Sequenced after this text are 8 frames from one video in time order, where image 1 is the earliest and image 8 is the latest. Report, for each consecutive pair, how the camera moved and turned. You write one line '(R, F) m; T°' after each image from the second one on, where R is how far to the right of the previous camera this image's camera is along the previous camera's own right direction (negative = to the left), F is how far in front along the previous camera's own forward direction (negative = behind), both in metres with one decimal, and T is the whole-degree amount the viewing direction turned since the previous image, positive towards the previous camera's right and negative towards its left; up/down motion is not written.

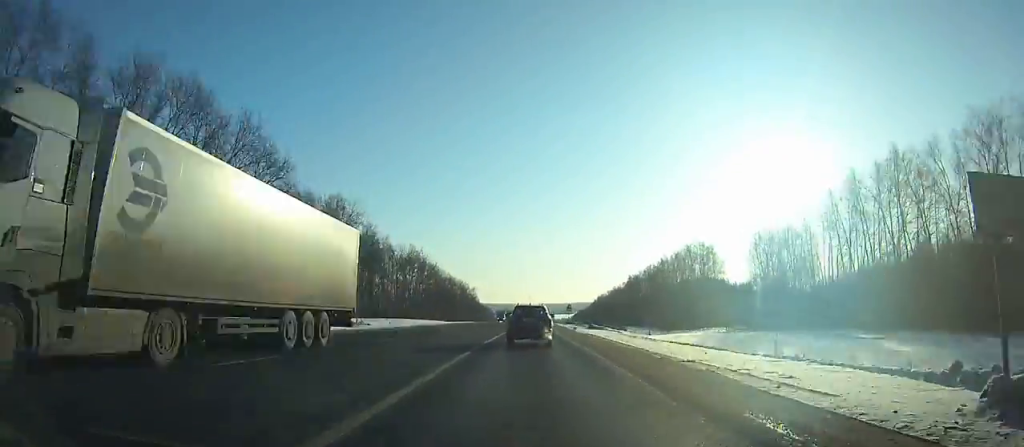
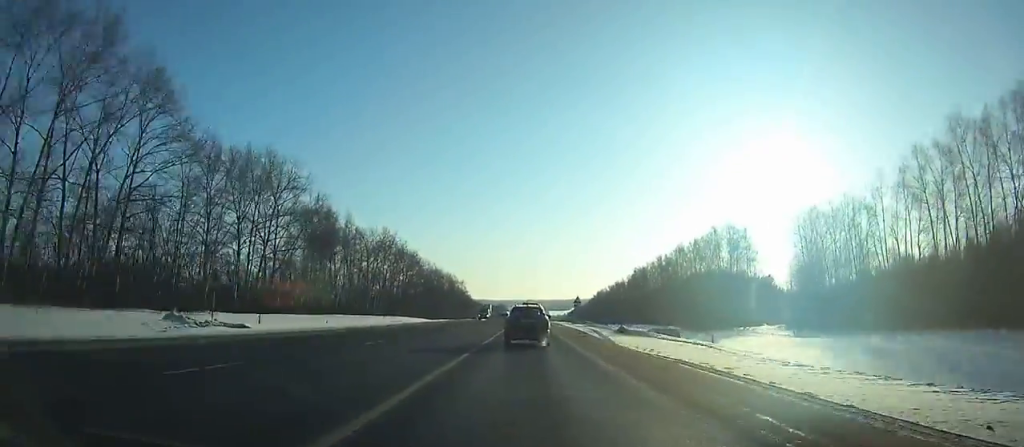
(+0.1, +25.5) m; 0°
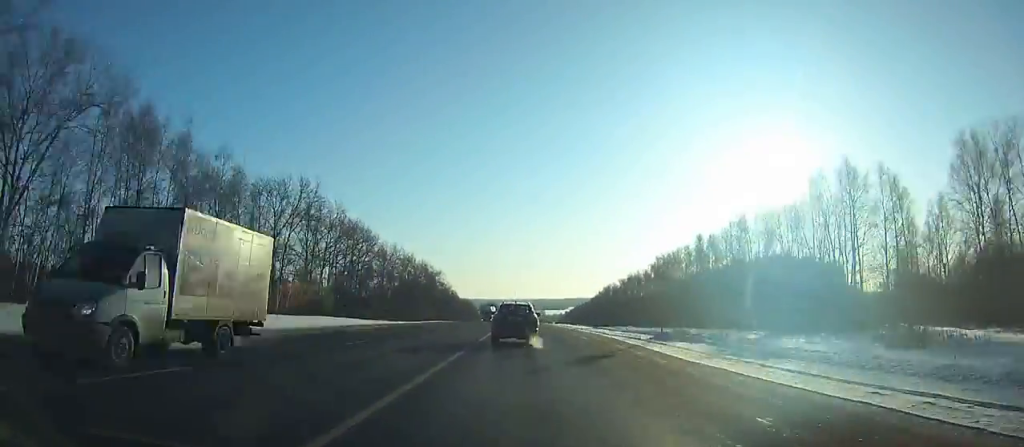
(+0.3, +49.6) m; 0°
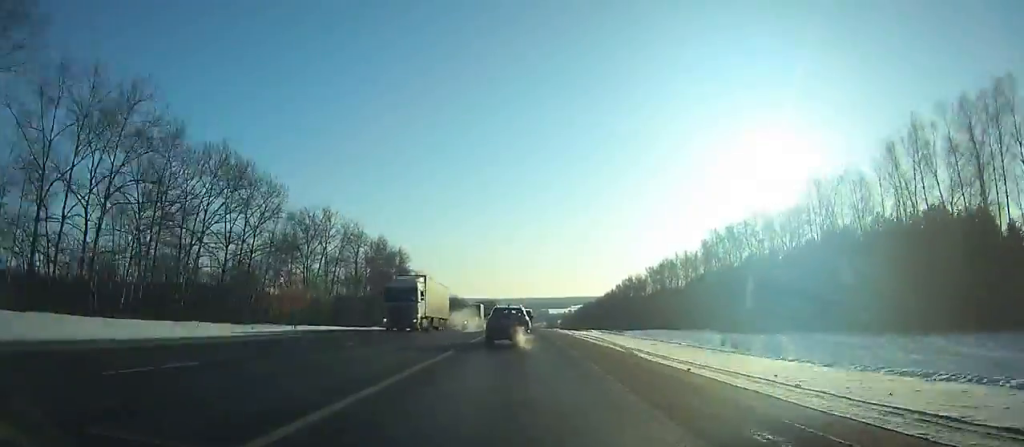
(+0.1, +60.0) m; 0°
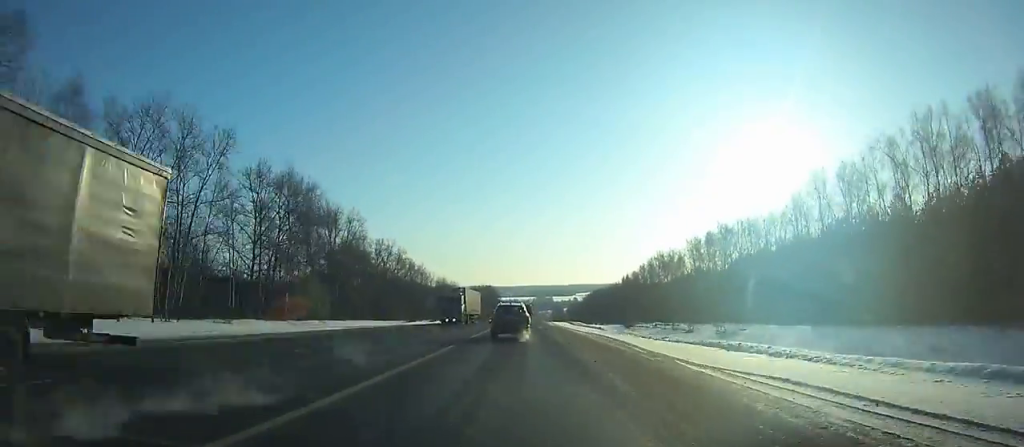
(-0.2, +52.2) m; 0°
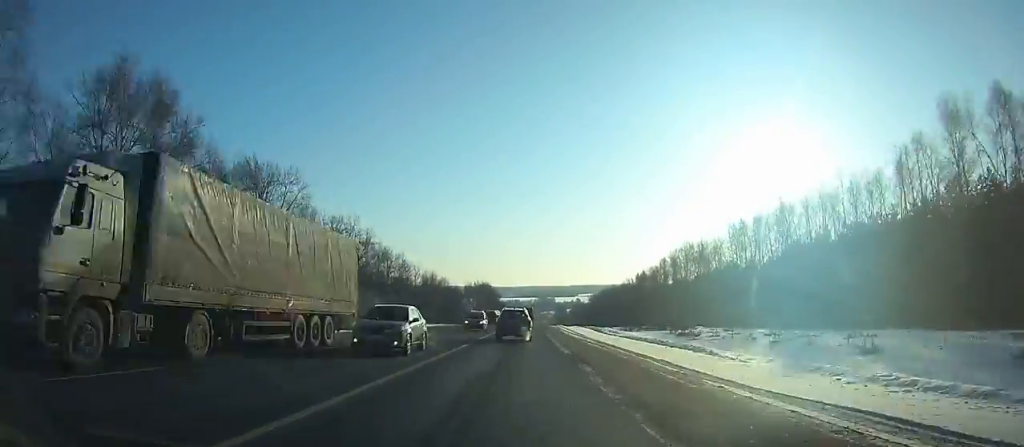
(-0.1, +33.8) m; 0°
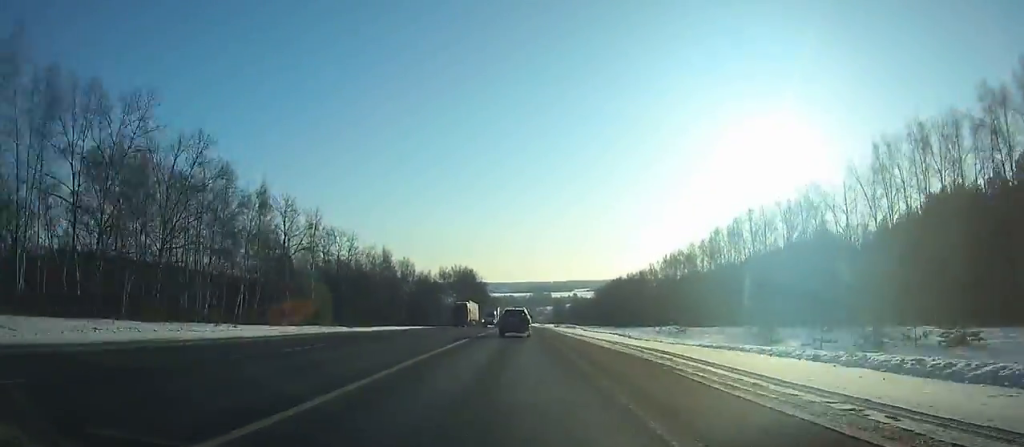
(+0.2, +63.6) m; 0°
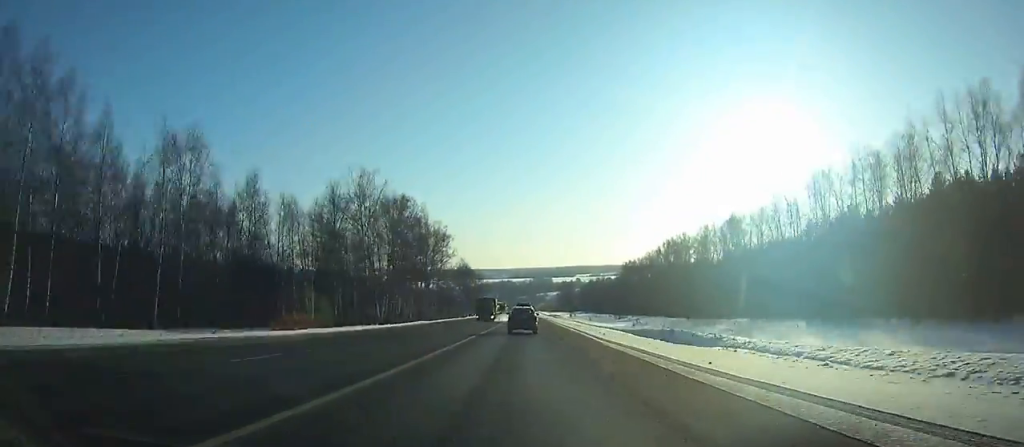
(-0.6, +110.8) m; 0°
